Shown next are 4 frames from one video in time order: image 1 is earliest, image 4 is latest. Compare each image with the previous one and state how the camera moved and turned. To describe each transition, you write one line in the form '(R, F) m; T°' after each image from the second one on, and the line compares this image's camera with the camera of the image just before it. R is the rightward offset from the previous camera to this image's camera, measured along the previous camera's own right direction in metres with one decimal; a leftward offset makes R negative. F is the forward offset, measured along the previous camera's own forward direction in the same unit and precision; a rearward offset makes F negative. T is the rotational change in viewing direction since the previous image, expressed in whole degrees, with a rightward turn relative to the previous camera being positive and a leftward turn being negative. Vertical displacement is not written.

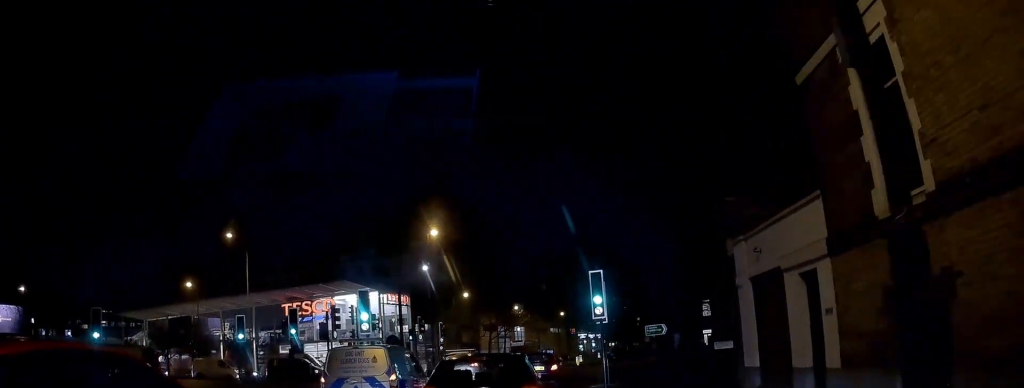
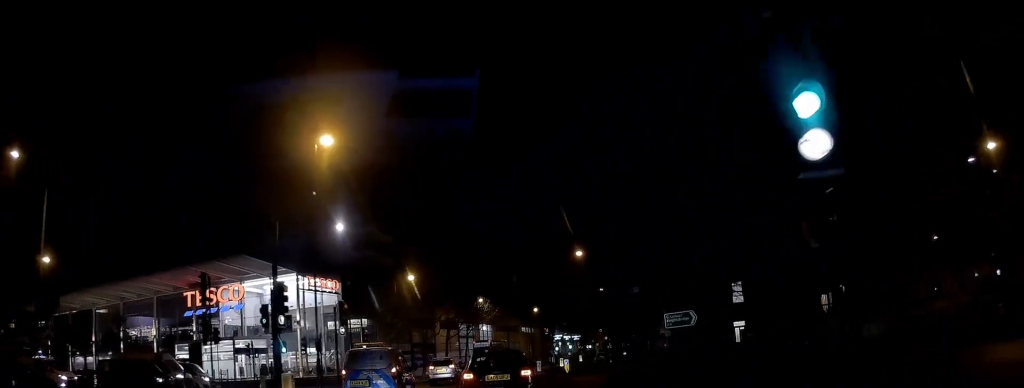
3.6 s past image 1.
(-0.1, +15.5) m; +3°
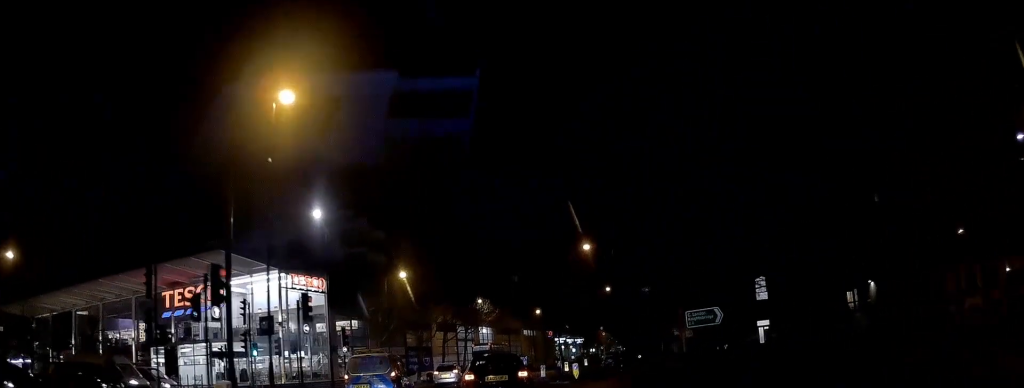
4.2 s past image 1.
(+0.1, +4.6) m; +2°
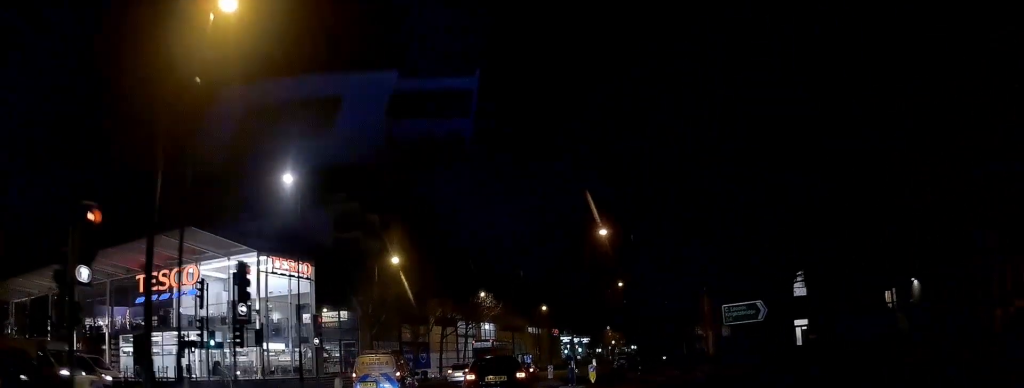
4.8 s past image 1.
(+0.2, +5.7) m; 0°
